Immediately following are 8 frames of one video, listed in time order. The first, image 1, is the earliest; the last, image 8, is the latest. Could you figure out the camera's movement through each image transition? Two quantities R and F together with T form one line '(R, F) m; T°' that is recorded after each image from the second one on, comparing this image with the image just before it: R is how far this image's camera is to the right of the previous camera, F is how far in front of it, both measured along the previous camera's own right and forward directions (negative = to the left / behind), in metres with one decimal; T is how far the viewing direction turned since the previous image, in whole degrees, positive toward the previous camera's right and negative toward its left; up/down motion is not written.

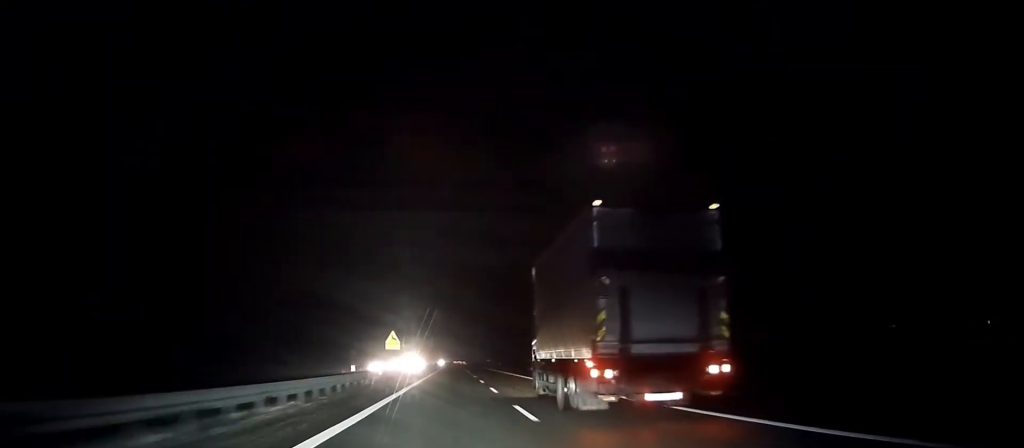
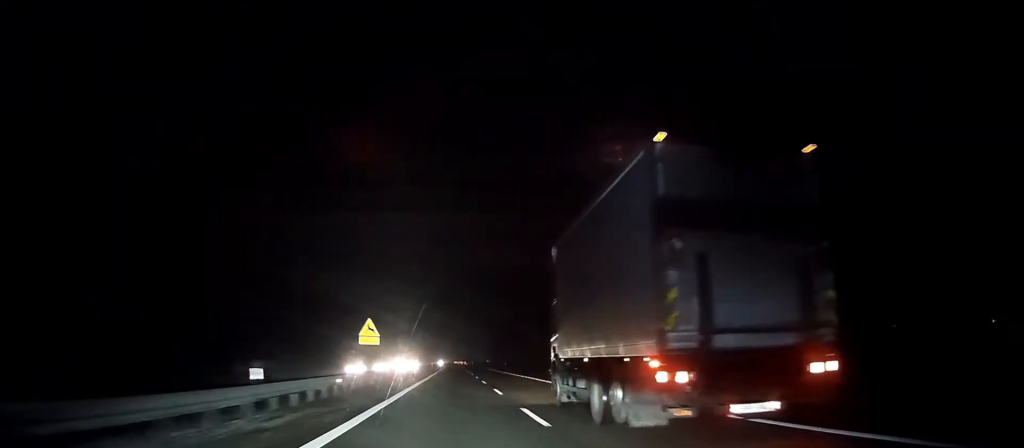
(0.0, +13.0) m; 0°
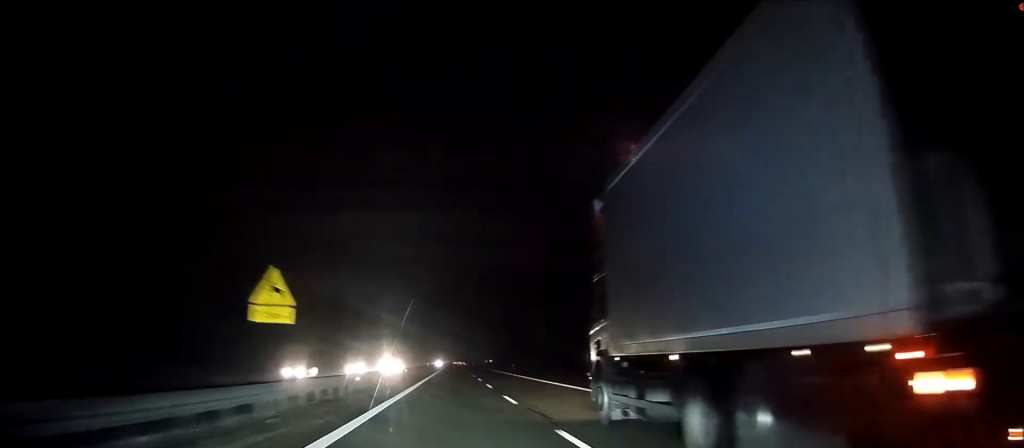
(0.0, +17.1) m; 0°
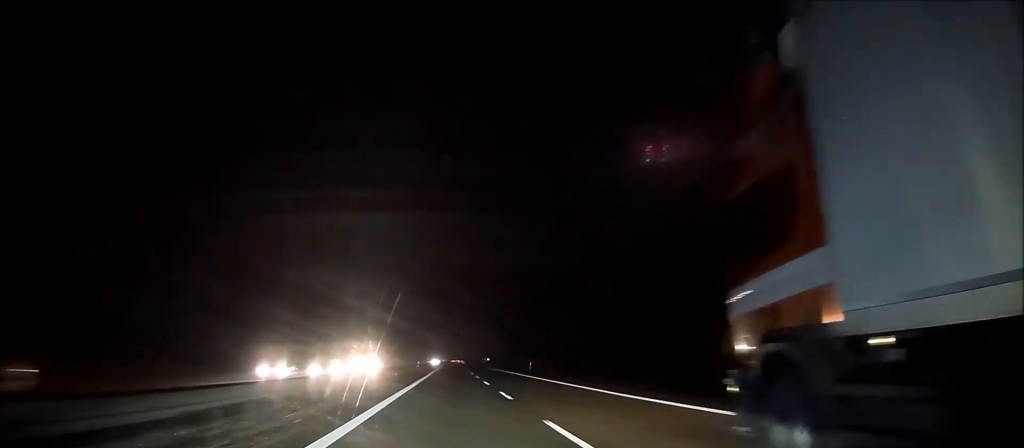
(-0.1, +22.3) m; 0°
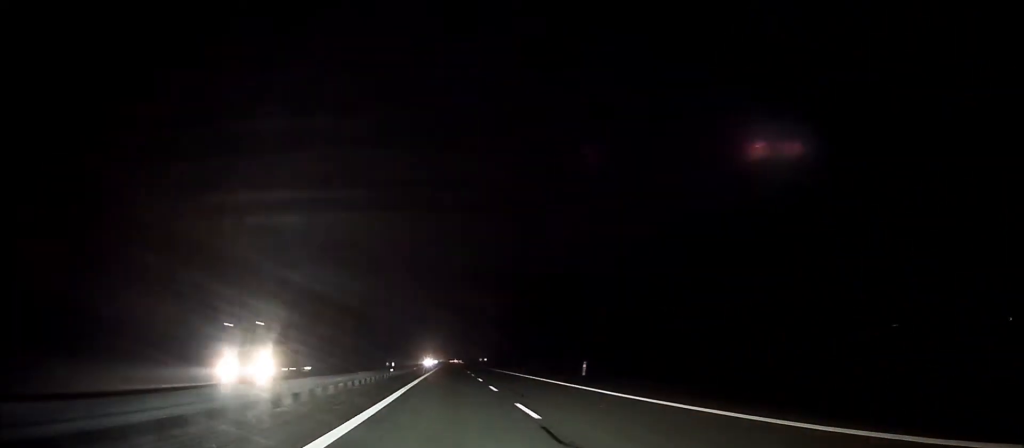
(0.0, +30.9) m; 0°
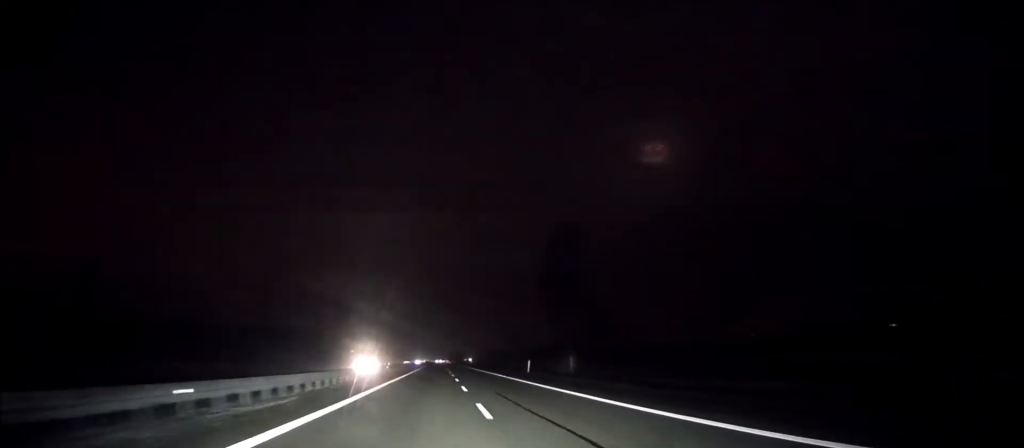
(+0.6, +90.7) m; +1°
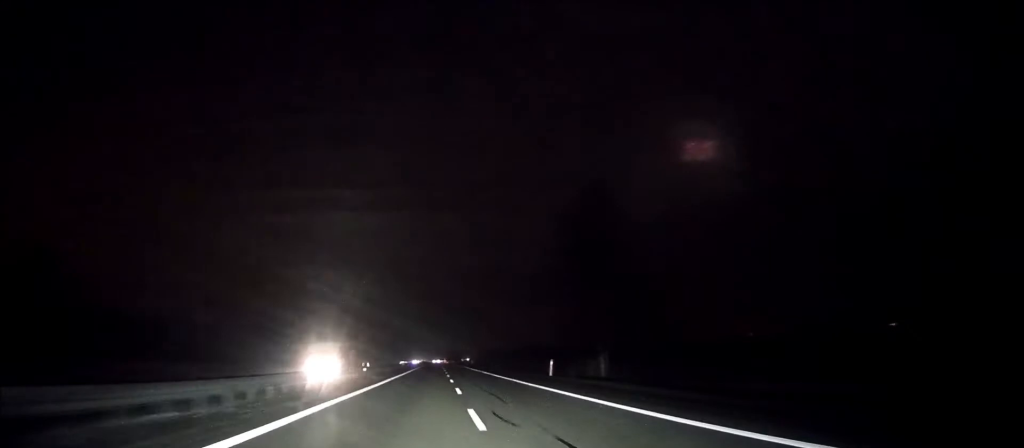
(0.0, +17.5) m; 0°
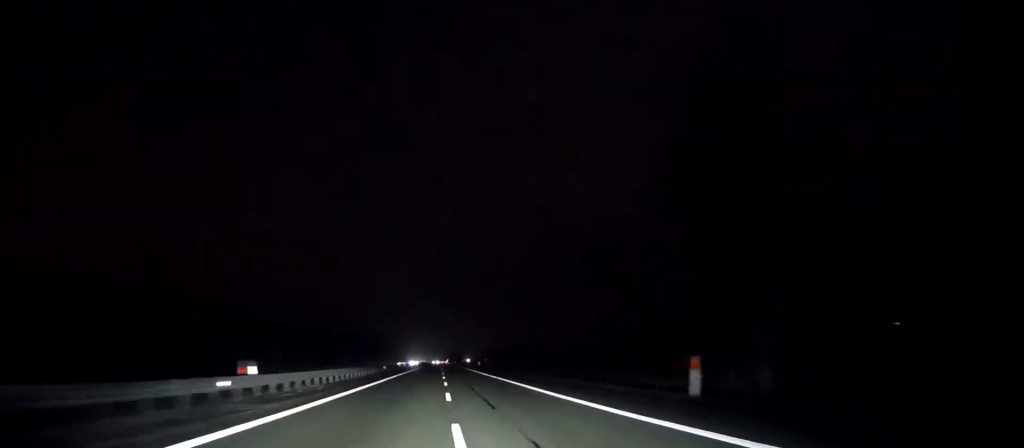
(+0.1, +30.2) m; 0°
